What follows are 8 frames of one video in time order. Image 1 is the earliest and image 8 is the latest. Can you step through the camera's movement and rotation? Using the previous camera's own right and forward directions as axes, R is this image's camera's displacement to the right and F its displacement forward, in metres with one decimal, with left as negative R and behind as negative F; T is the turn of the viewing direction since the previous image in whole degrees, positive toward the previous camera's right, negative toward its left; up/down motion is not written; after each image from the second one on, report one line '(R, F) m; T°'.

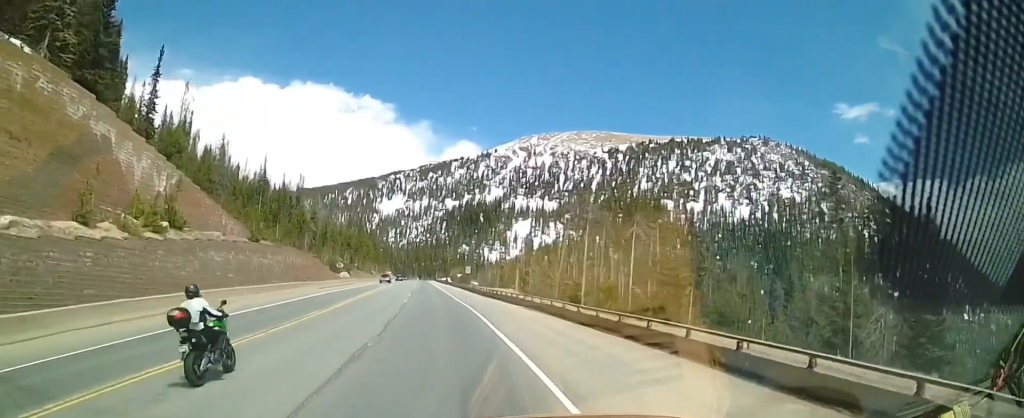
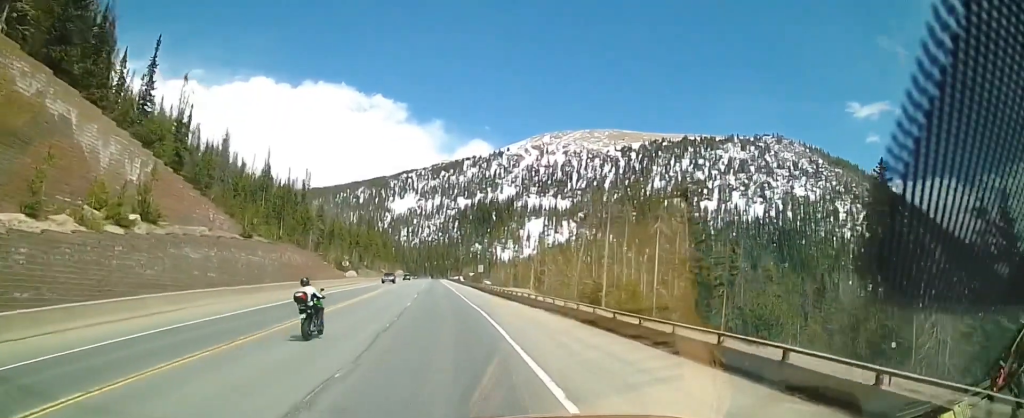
(-0.1, +5.1) m; -1°
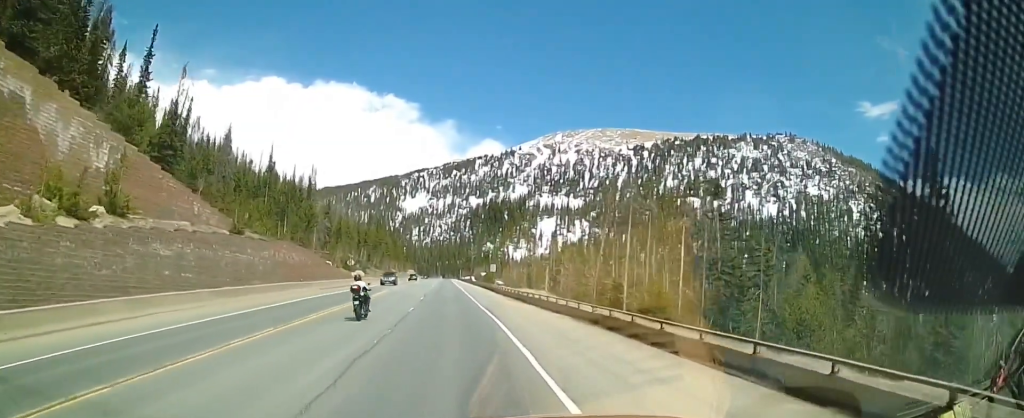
(0.0, +4.7) m; 0°
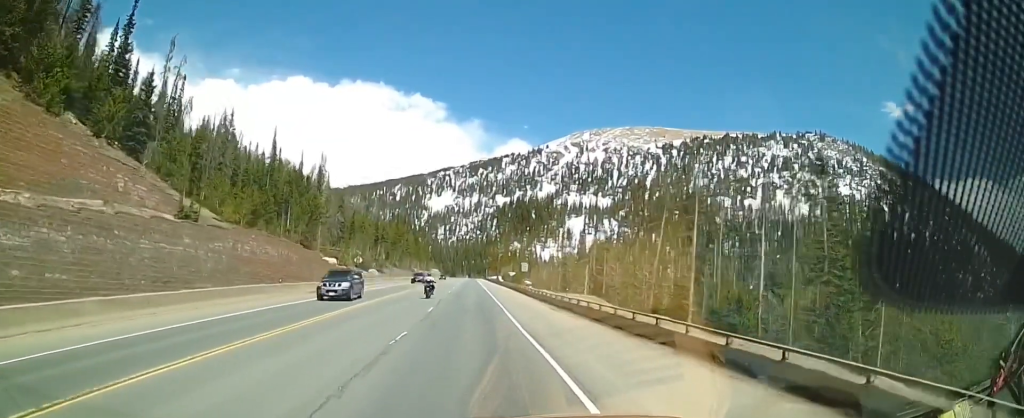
(0.0, +12.8) m; 0°
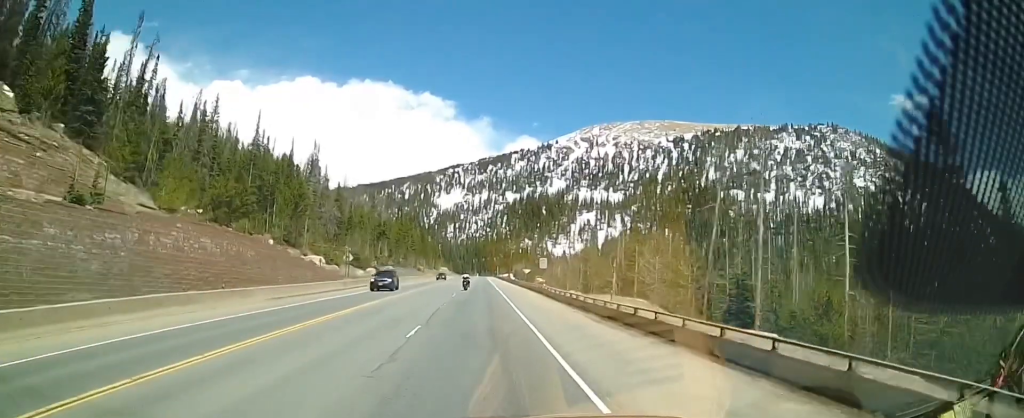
(0.0, +11.2) m; -3°
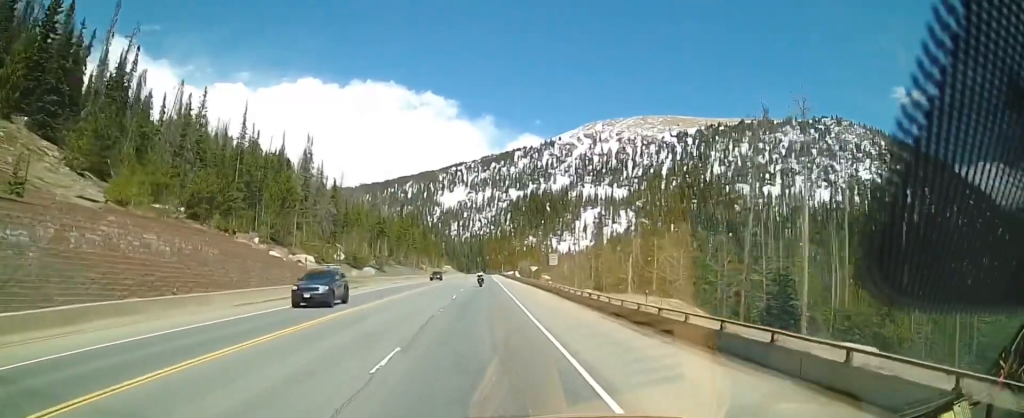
(-0.2, +5.9) m; 0°
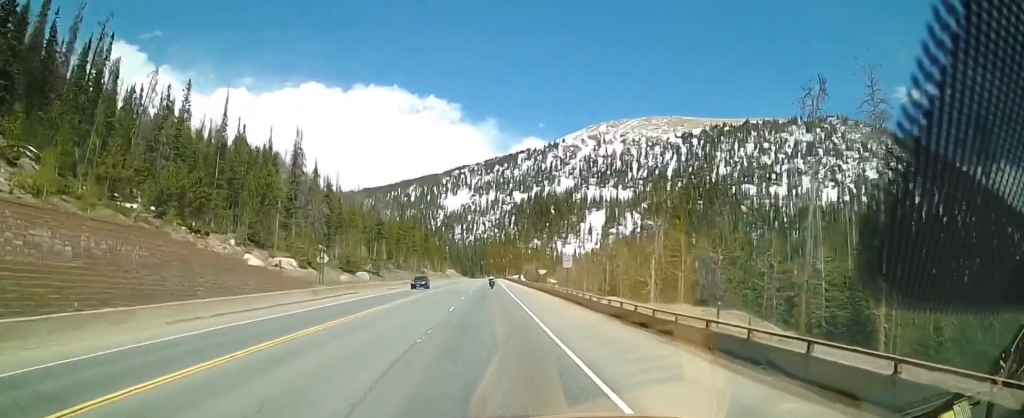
(-0.1, +7.4) m; +1°
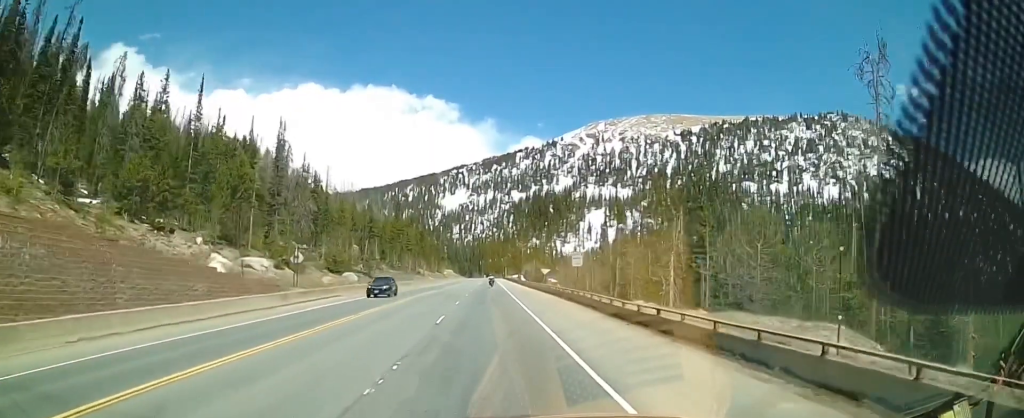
(+0.2, +6.5) m; +3°
